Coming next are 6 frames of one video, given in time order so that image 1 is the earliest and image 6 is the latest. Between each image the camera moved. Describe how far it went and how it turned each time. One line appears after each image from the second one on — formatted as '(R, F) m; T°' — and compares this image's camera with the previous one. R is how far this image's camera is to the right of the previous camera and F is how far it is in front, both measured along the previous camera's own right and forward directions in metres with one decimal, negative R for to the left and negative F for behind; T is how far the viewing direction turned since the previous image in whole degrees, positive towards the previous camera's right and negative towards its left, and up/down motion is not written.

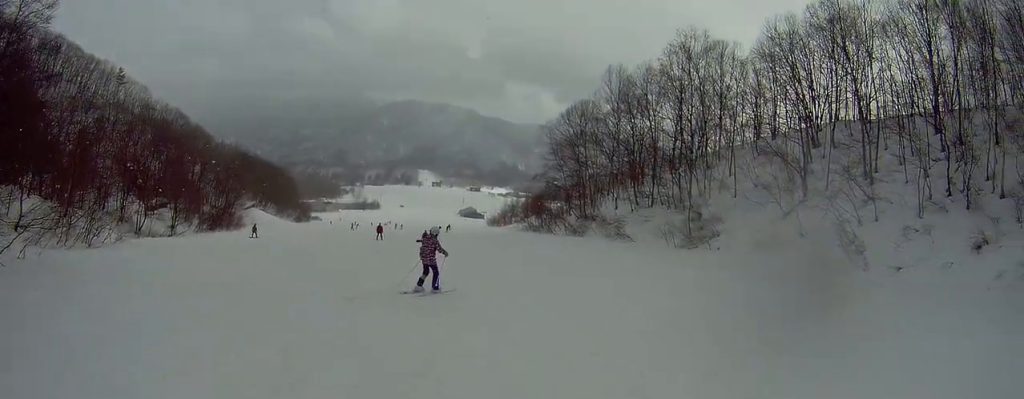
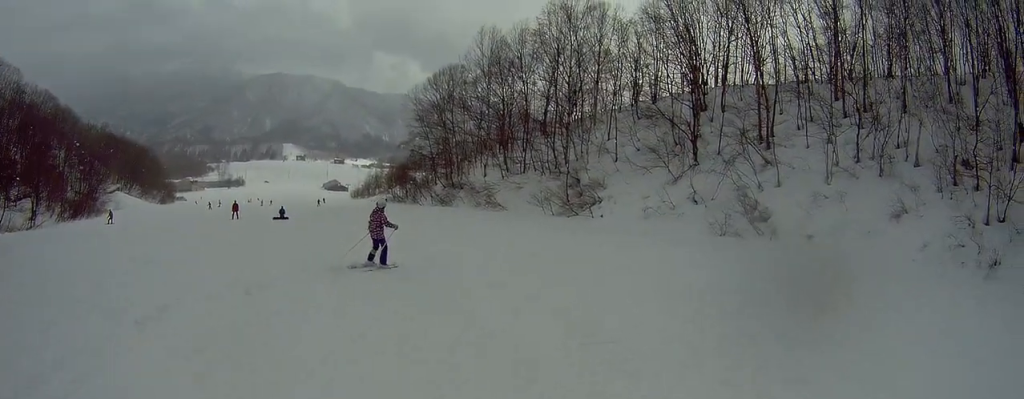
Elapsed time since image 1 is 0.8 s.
(+0.3, +2.8) m; +26°
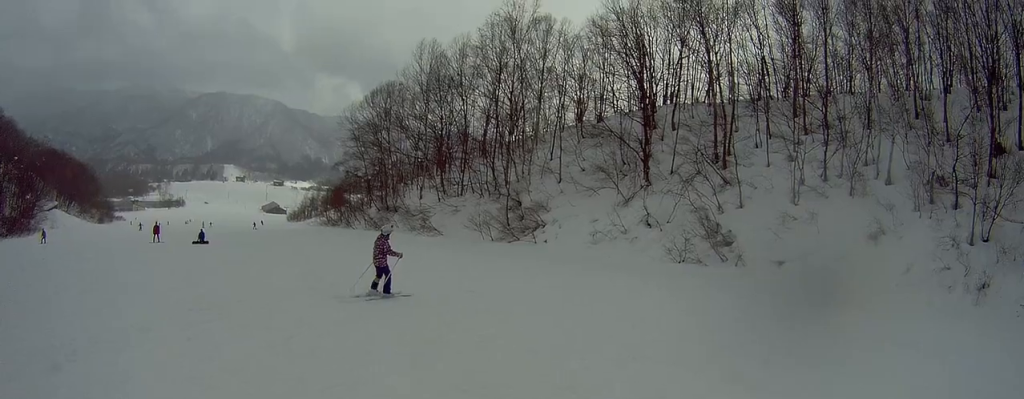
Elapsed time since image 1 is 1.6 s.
(+0.8, +2.9) m; +29°
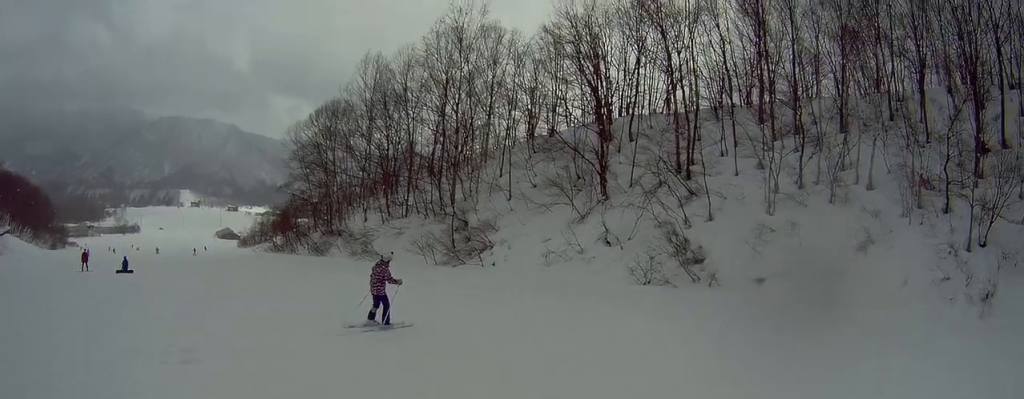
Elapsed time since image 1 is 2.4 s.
(+0.8, +3.3) m; +5°
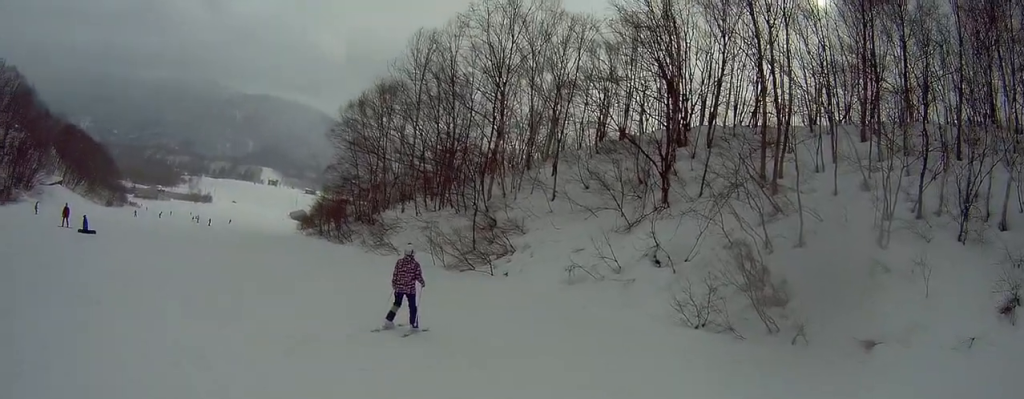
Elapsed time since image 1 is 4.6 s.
(-2.1, +9.5) m; -16°
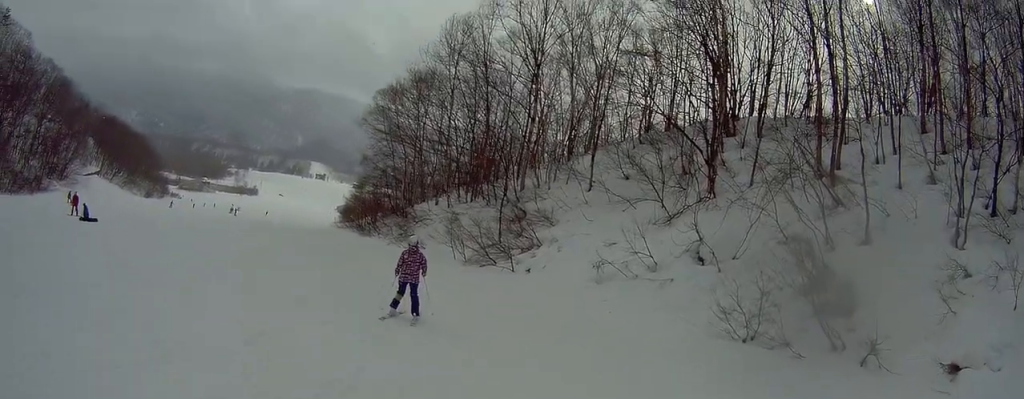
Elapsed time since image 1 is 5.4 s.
(+0.2, +4.1) m; +3°
